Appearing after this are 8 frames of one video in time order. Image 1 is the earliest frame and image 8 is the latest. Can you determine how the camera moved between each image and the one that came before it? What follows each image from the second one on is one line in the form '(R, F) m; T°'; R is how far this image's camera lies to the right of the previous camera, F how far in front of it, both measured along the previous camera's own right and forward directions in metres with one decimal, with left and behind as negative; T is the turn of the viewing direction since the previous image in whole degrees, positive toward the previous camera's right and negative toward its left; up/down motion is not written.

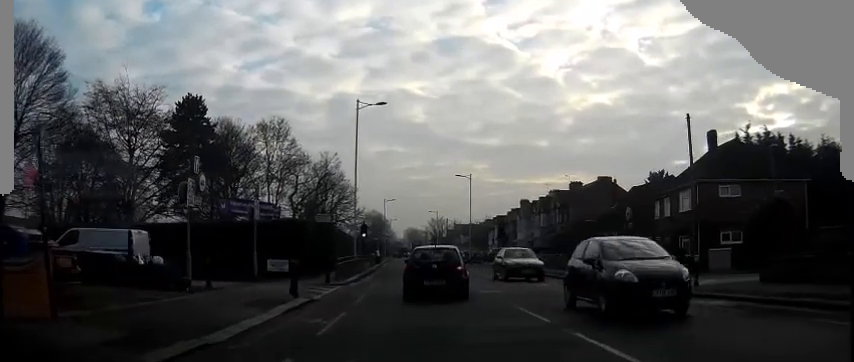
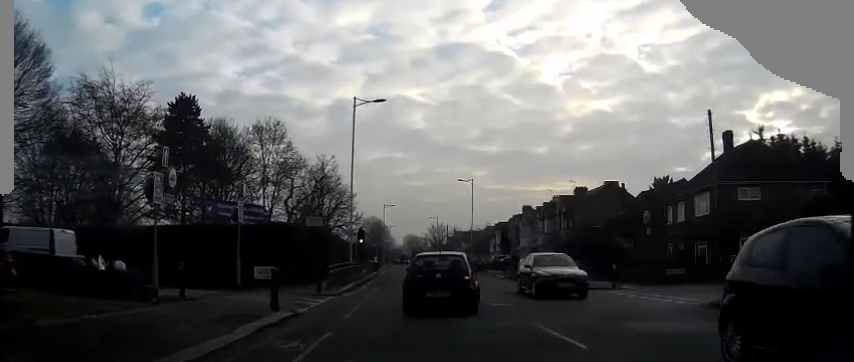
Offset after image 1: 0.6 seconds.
(-0.1, +2.4) m; 0°
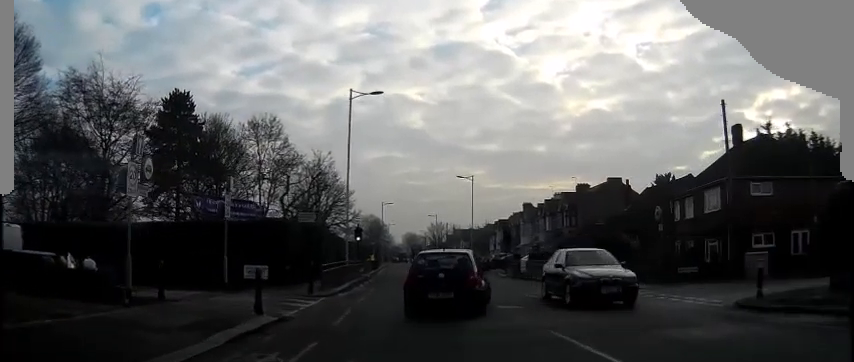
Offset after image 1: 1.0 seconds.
(0.0, +1.6) m; +1°
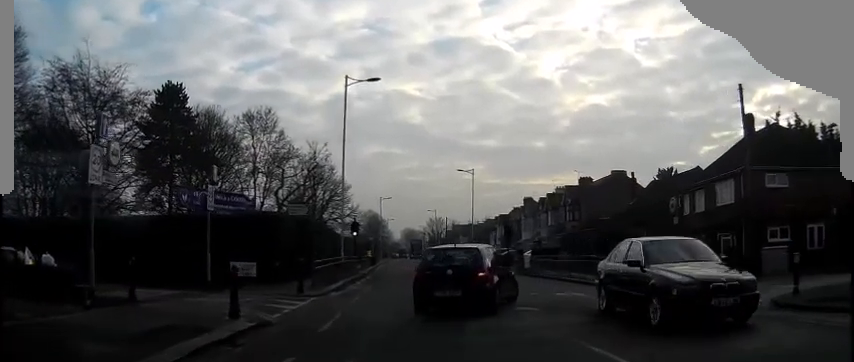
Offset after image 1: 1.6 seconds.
(+0.1, +1.7) m; +2°
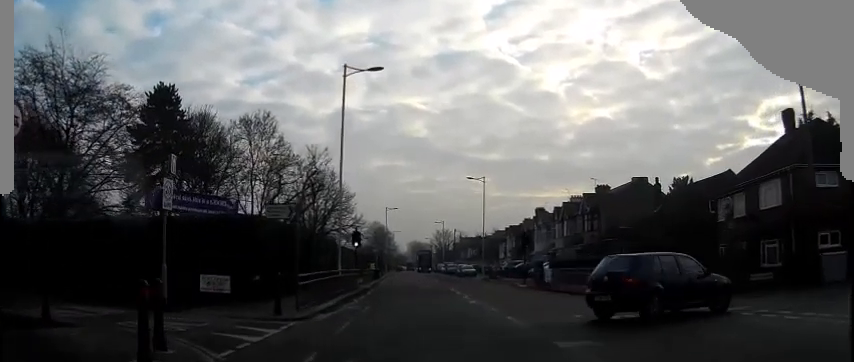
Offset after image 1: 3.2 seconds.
(+0.1, +4.8) m; +2°
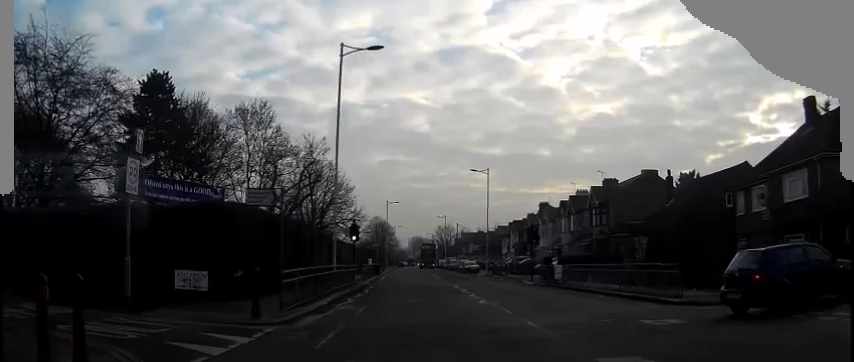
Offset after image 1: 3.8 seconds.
(0.0, +2.4) m; +1°
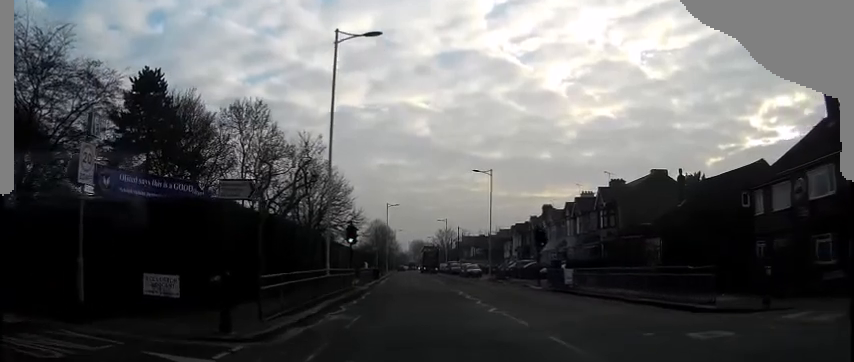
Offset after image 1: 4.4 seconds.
(0.0, +2.3) m; -1°
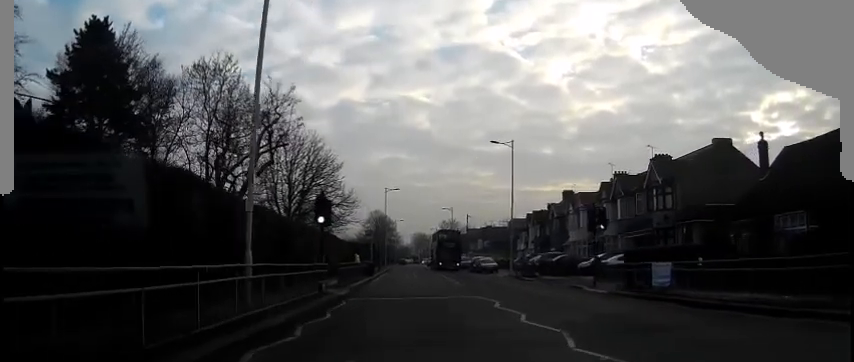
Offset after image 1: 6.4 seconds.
(-0.2, +11.2) m; 0°
